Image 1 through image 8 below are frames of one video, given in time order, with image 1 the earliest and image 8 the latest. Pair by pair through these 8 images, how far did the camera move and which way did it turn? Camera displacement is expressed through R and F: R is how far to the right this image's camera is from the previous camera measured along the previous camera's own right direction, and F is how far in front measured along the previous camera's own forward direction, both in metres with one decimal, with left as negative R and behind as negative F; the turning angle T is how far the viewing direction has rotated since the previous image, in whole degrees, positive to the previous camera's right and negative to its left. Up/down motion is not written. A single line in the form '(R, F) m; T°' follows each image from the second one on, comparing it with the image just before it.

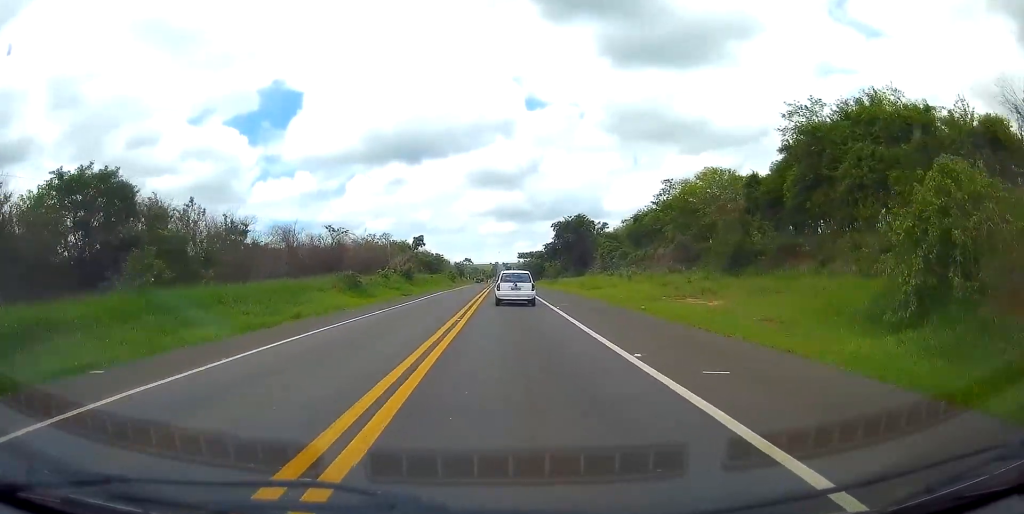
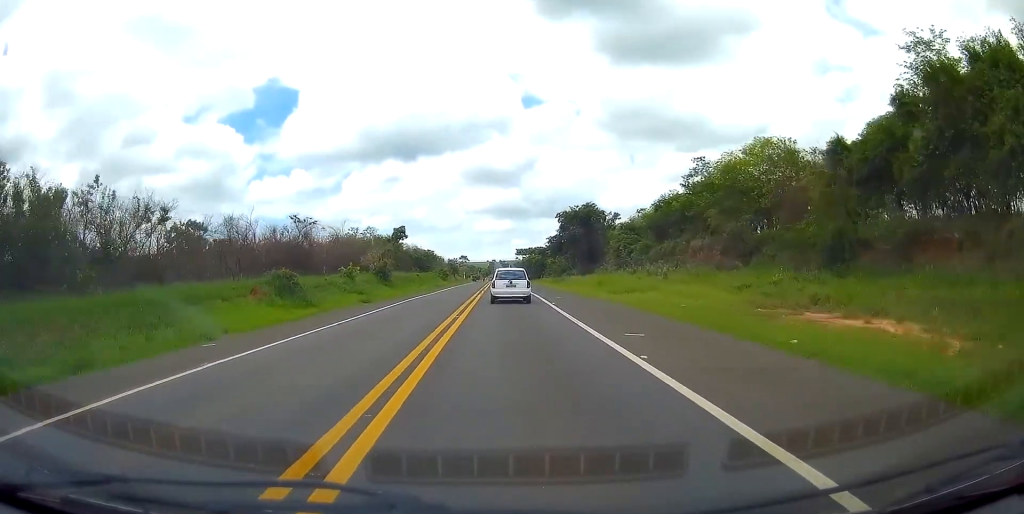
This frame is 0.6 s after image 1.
(0.0, +14.9) m; 0°
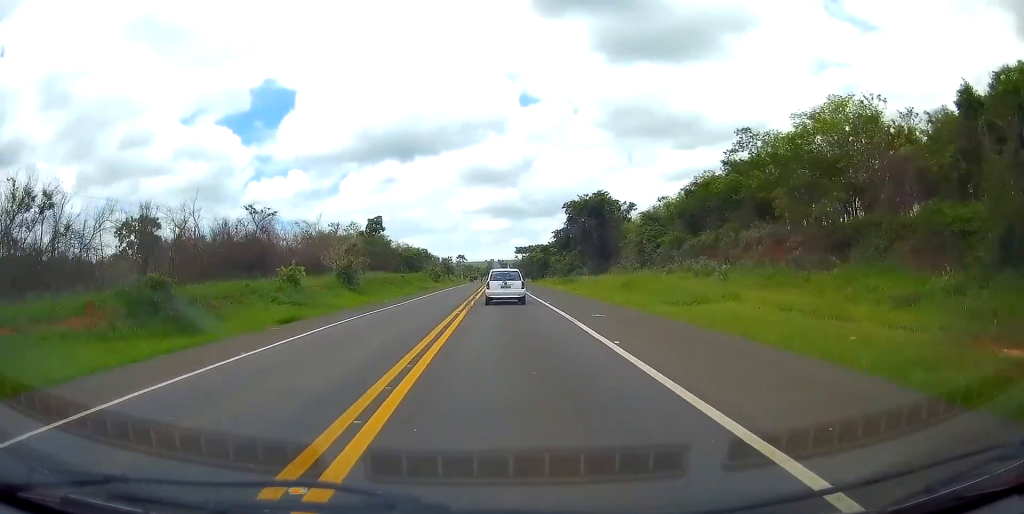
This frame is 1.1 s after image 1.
(+0.1, +14.0) m; -1°
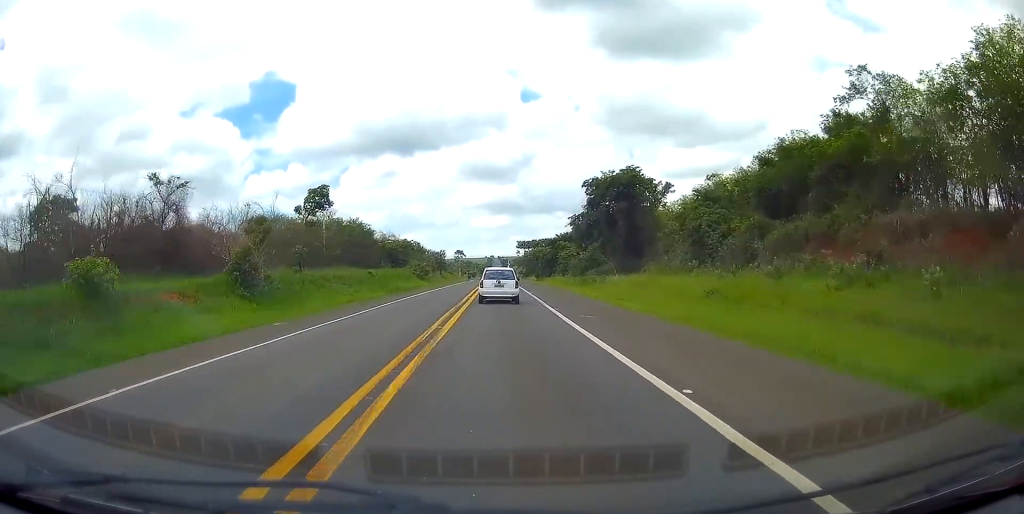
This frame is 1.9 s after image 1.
(-0.3, +20.1) m; 0°
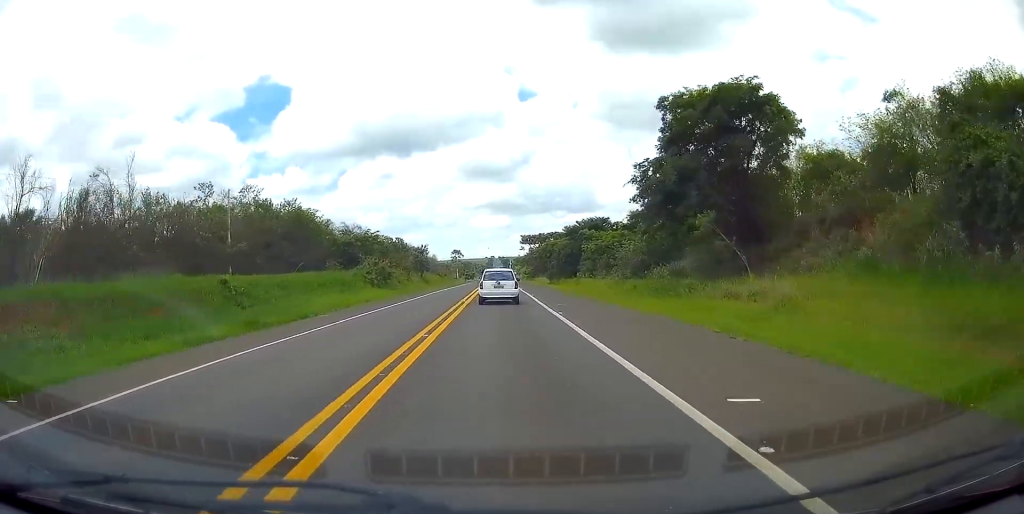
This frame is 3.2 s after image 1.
(+0.5, +34.0) m; +1°
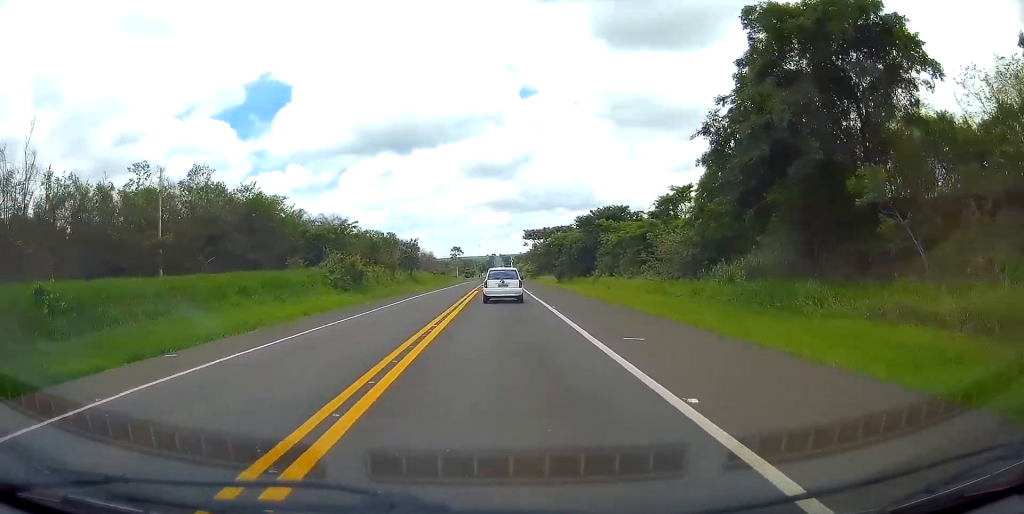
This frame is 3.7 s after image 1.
(0.0, +13.9) m; 0°
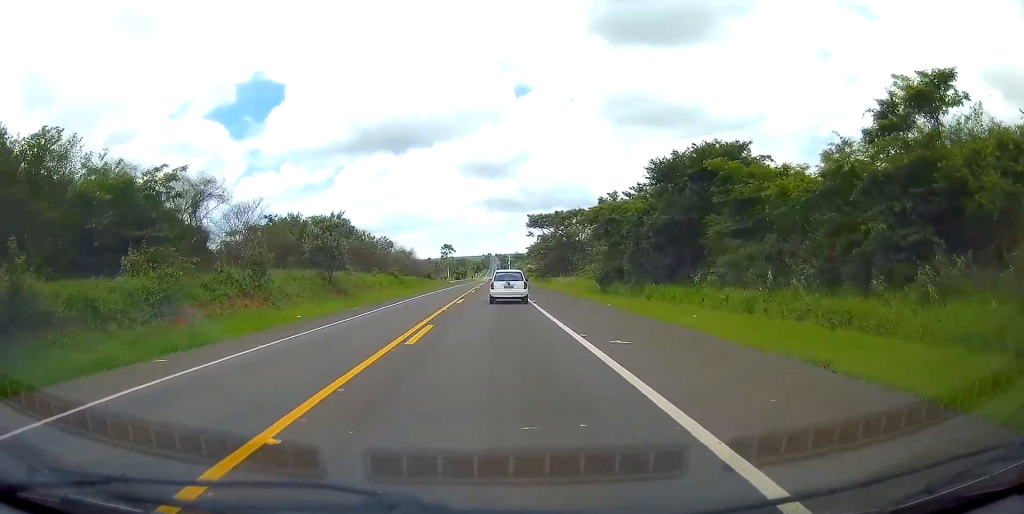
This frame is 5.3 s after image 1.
(-0.3, +42.0) m; 0°
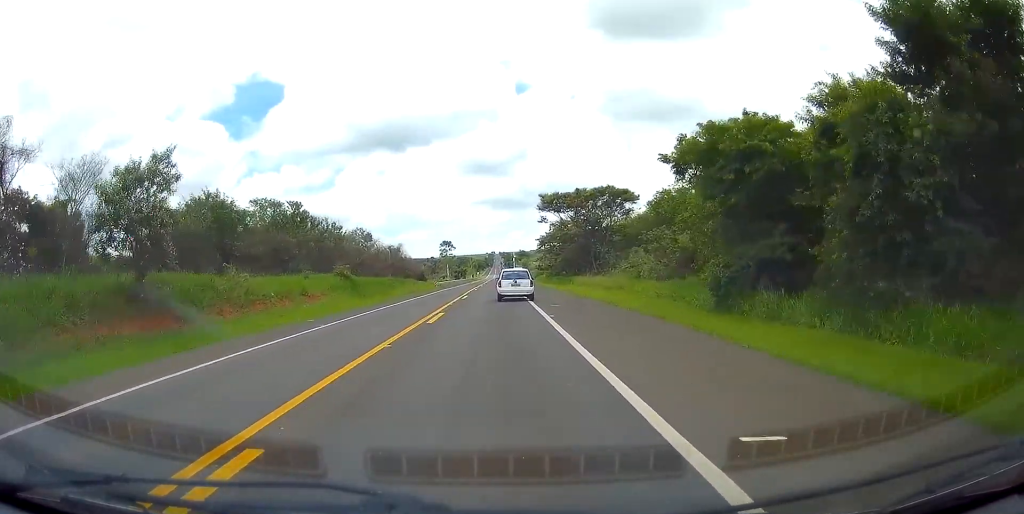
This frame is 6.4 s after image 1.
(0.0, +27.4) m; 0°
